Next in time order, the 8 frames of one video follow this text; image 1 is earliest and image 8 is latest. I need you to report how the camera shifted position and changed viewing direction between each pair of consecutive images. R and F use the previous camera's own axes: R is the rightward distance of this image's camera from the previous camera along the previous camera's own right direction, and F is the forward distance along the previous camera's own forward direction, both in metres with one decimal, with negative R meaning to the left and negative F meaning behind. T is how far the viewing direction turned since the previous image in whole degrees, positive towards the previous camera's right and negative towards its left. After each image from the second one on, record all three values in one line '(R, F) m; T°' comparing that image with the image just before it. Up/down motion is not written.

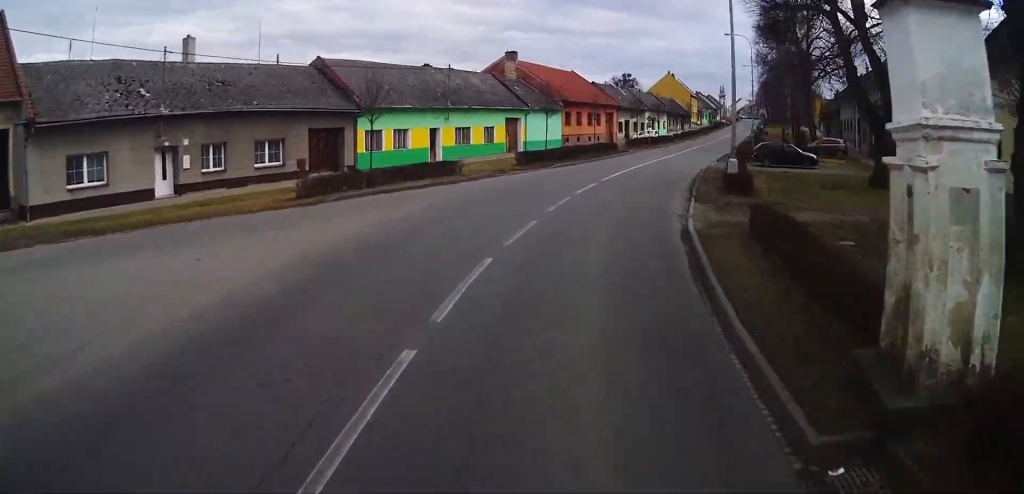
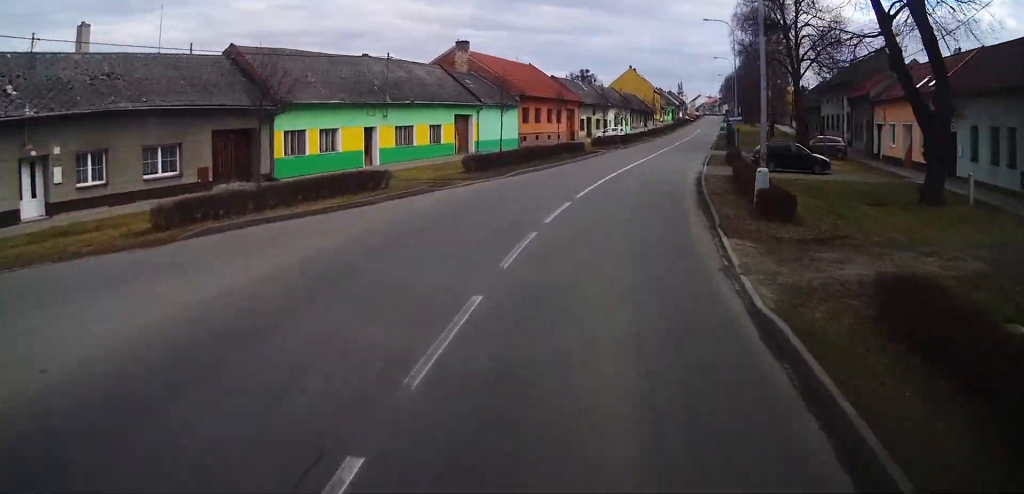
(-0.1, +7.4) m; +2°
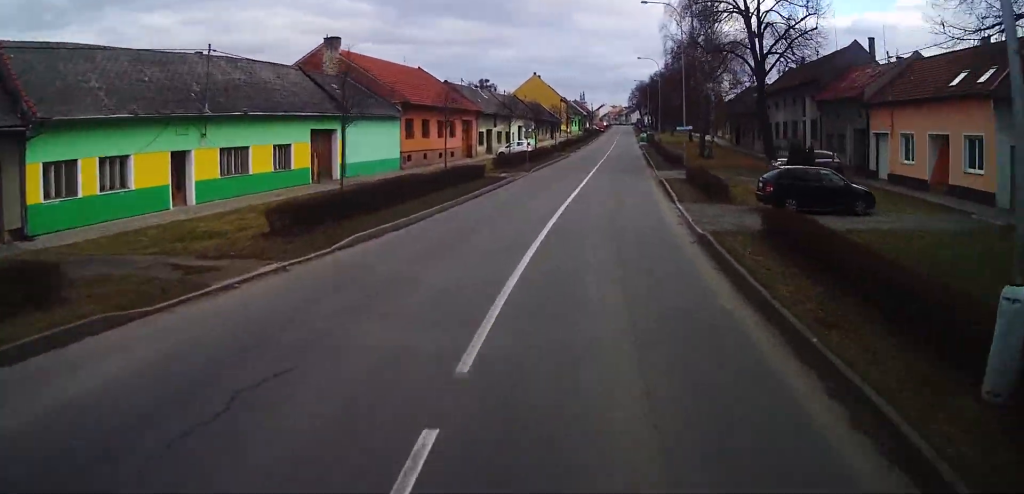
(+0.6, +12.7) m; +7°
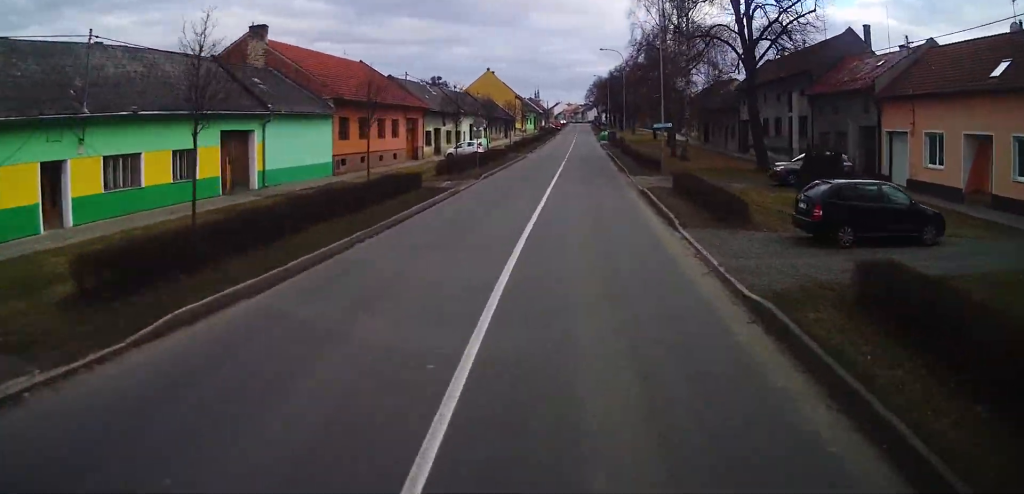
(+0.5, +5.9) m; +3°
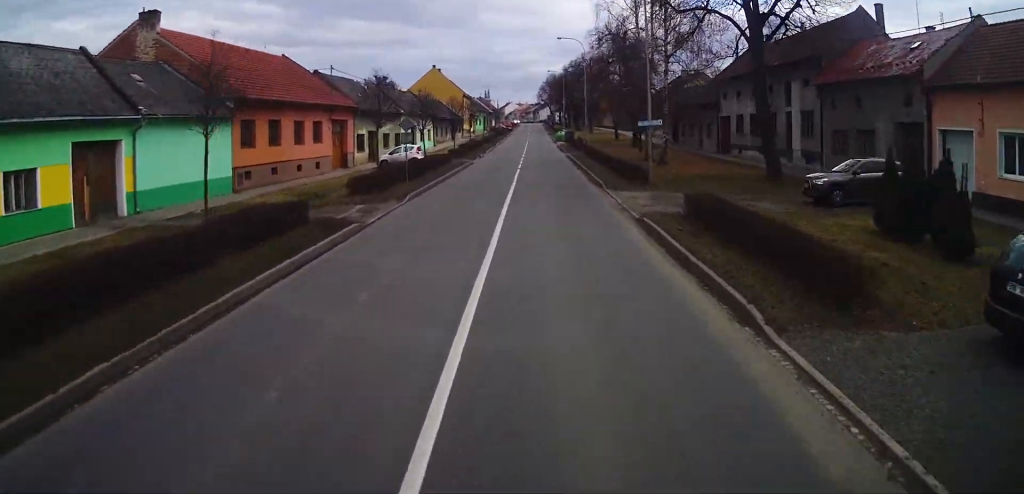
(+0.3, +8.0) m; +4°
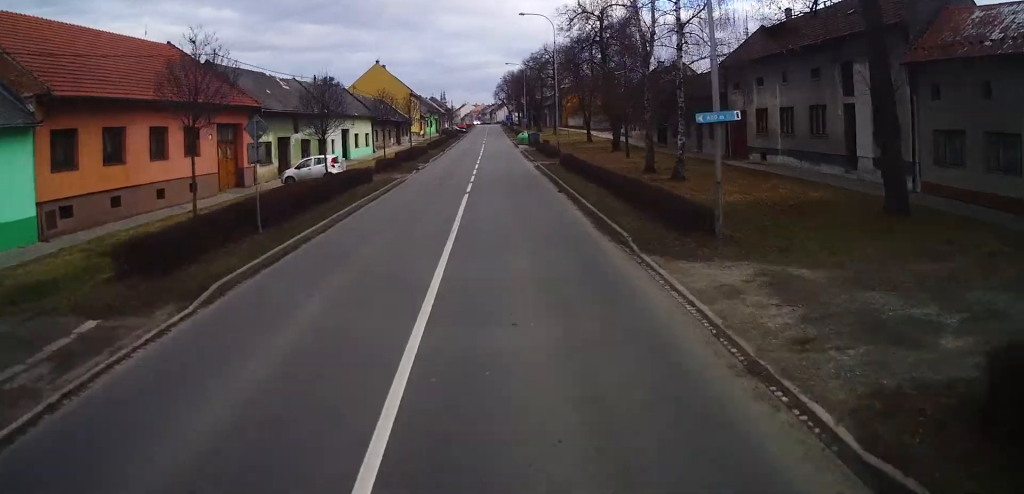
(+0.4, +12.3) m; +5°
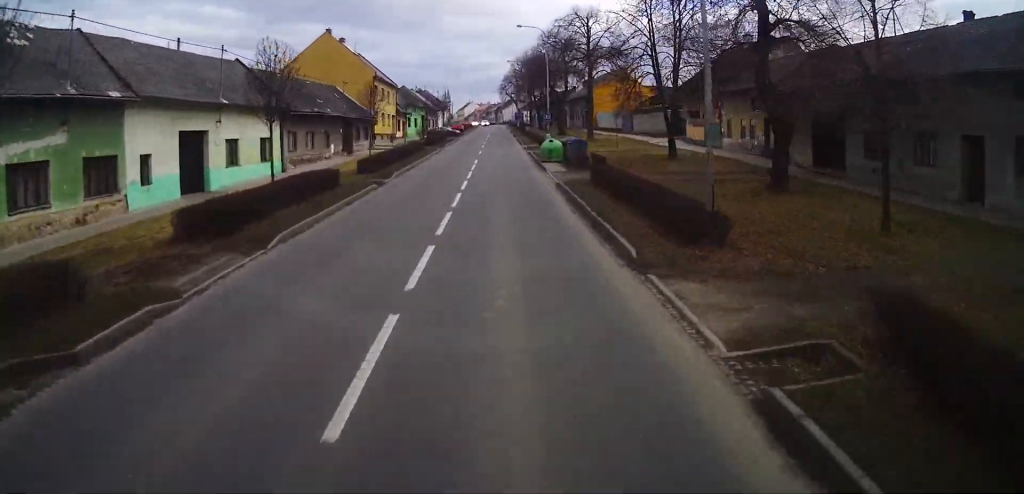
(+2.3, +30.3) m; +4°
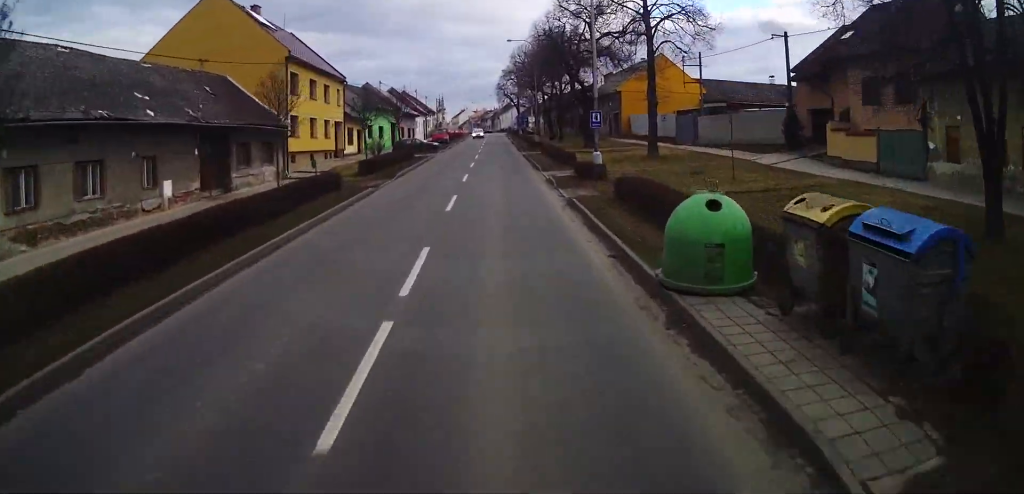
(-1.3, +26.2) m; 0°
